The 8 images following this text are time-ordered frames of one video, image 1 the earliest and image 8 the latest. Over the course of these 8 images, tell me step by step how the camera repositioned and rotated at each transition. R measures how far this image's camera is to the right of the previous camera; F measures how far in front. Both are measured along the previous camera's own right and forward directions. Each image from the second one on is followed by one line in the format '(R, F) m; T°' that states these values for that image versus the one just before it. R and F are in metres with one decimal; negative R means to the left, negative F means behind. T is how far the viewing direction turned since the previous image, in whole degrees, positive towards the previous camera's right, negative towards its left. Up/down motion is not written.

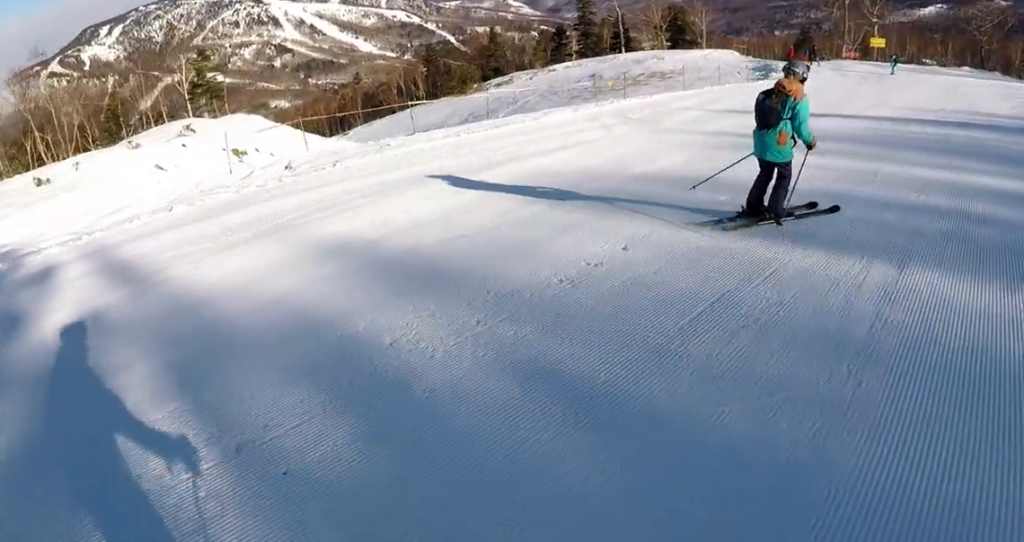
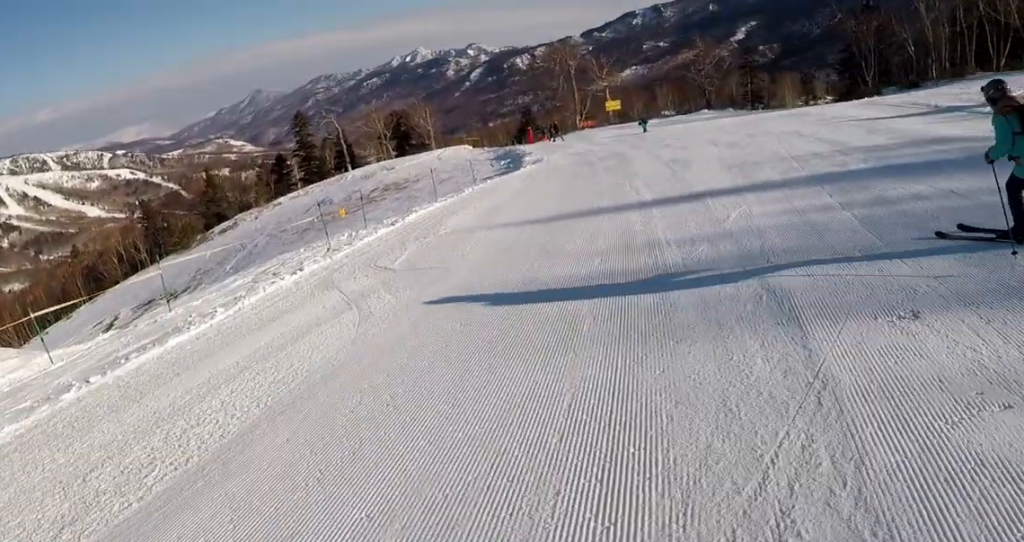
(-1.3, +7.3) m; +1°
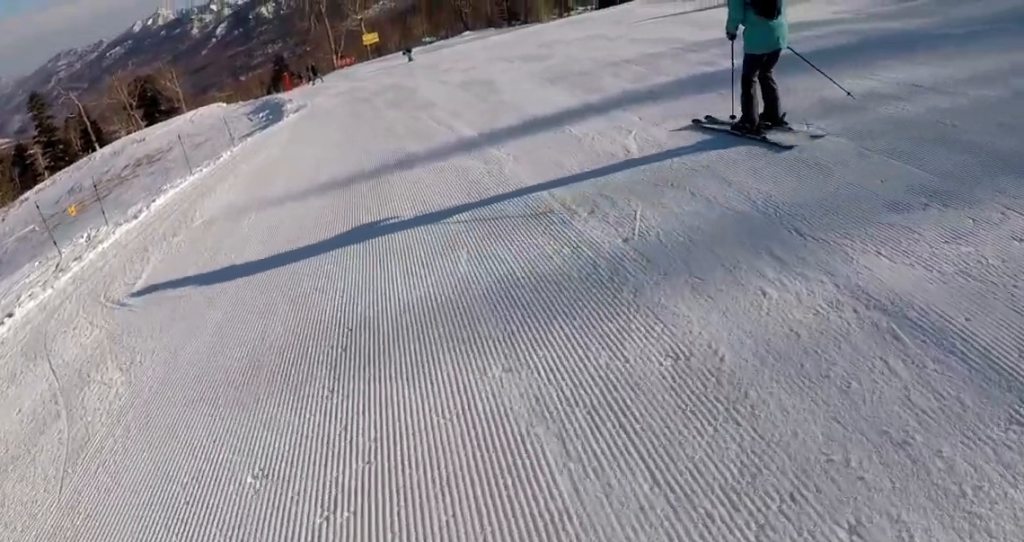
(+0.7, +2.9) m; +31°
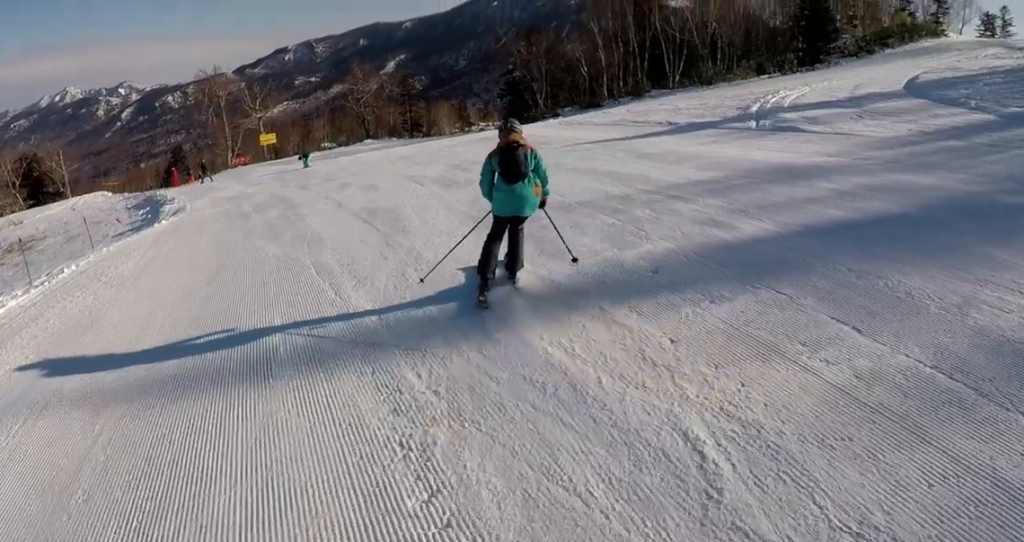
(+1.3, +3.1) m; +13°
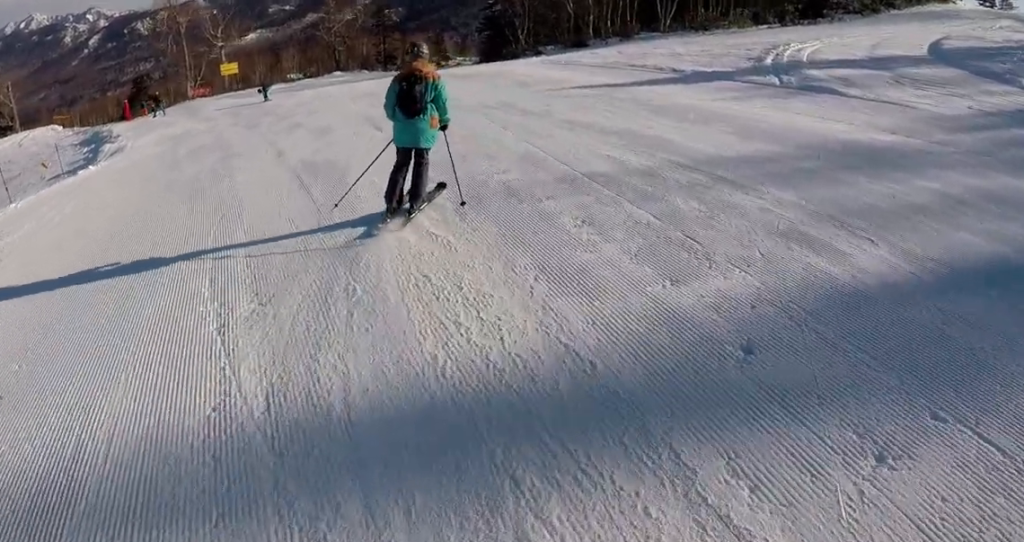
(+0.1, +2.5) m; -1°
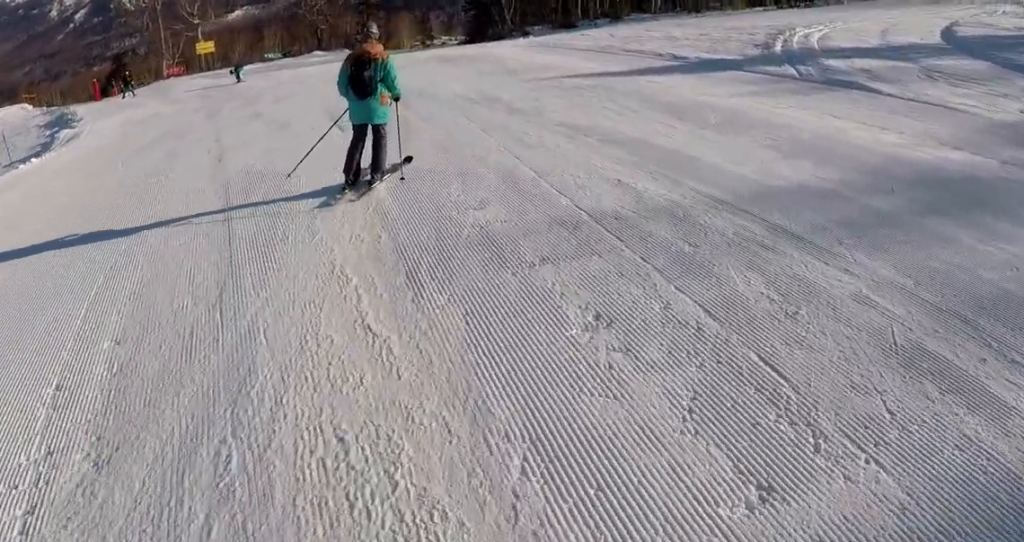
(-0.7, +2.1) m; -6°
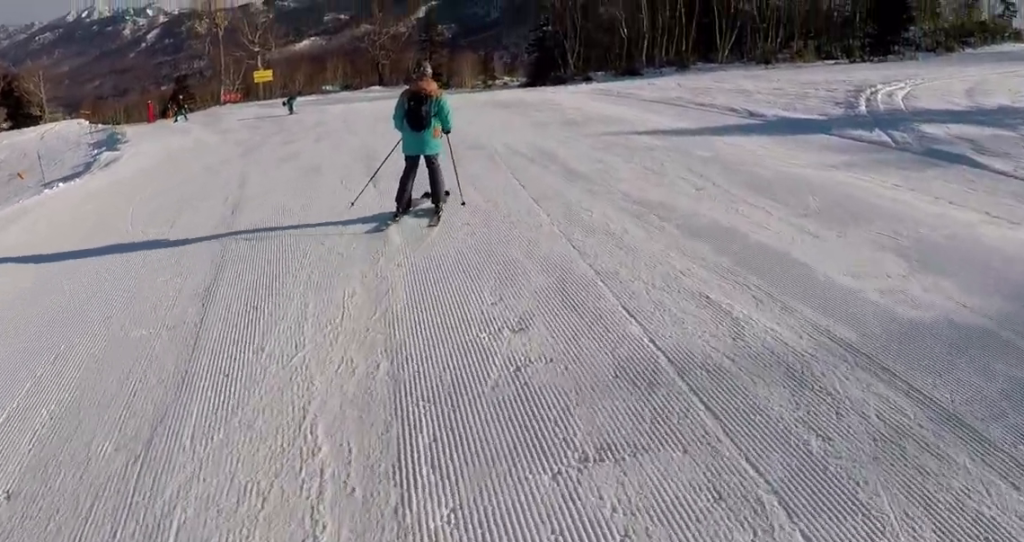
(+0.2, +1.6) m; -3°
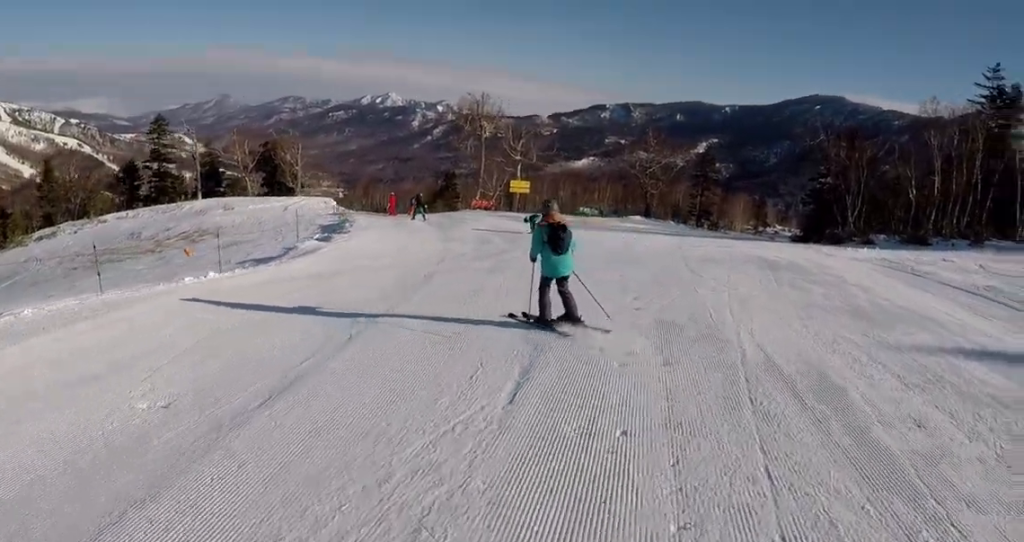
(-0.3, +4.4) m; -13°
